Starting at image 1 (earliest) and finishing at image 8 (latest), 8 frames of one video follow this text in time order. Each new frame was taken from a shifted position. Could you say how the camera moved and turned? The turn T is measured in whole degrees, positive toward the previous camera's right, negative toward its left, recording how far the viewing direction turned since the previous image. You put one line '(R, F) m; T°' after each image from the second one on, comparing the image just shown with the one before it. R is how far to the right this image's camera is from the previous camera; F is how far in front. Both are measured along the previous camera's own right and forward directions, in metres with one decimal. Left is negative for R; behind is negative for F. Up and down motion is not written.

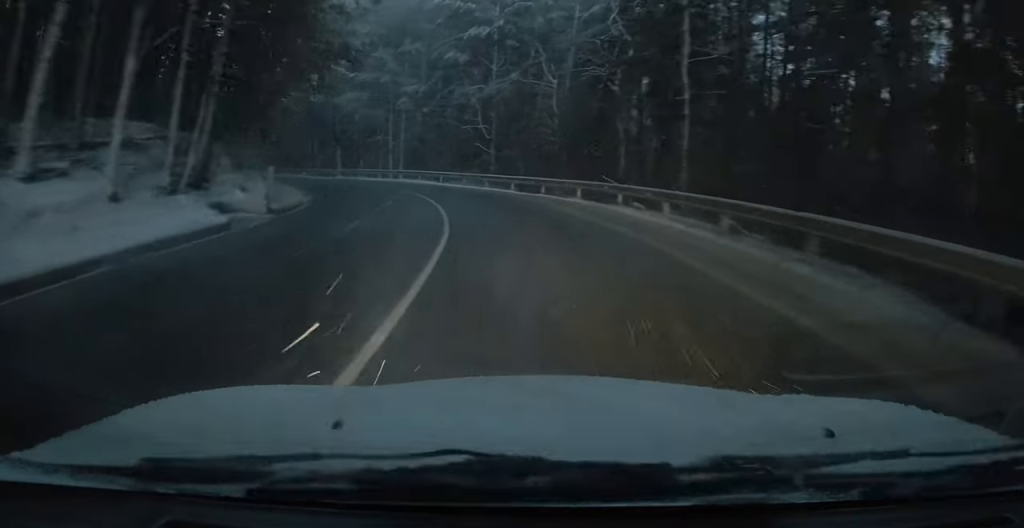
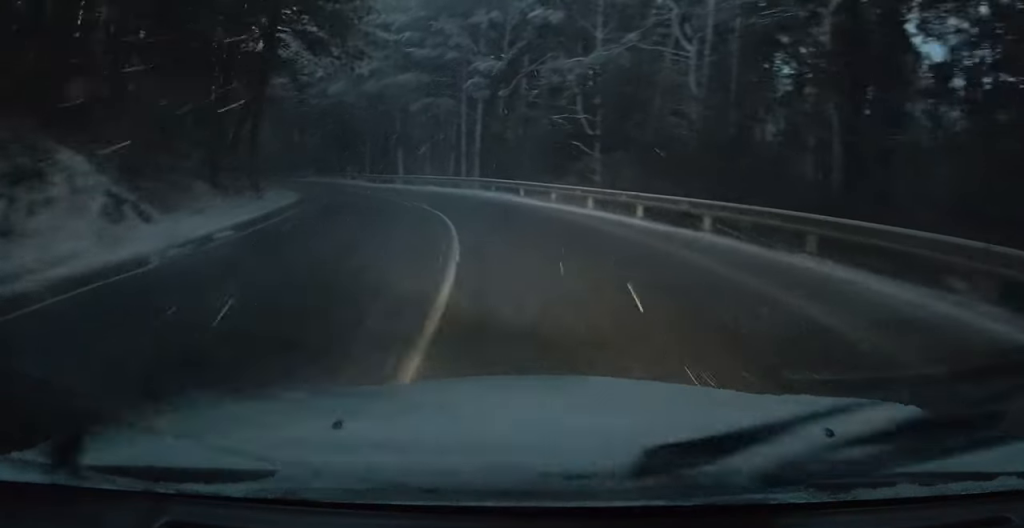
(-0.3, +15.6) m; -2°
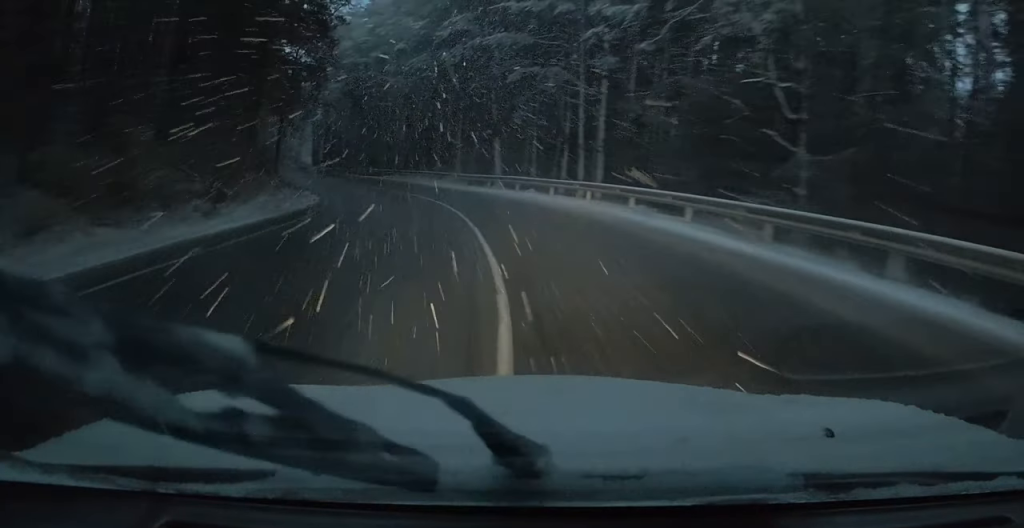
(-0.3, +15.7) m; -2°
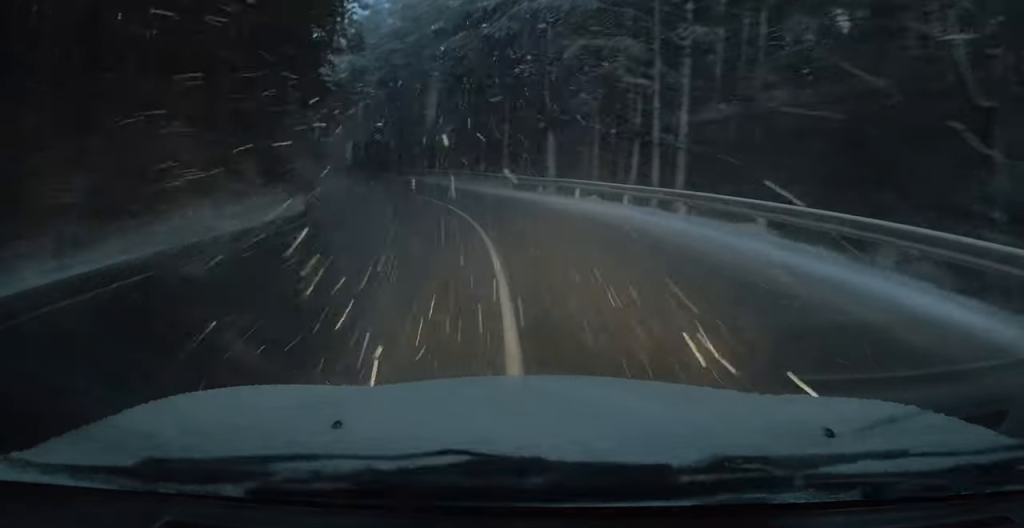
(0.0, +8.8) m; -1°
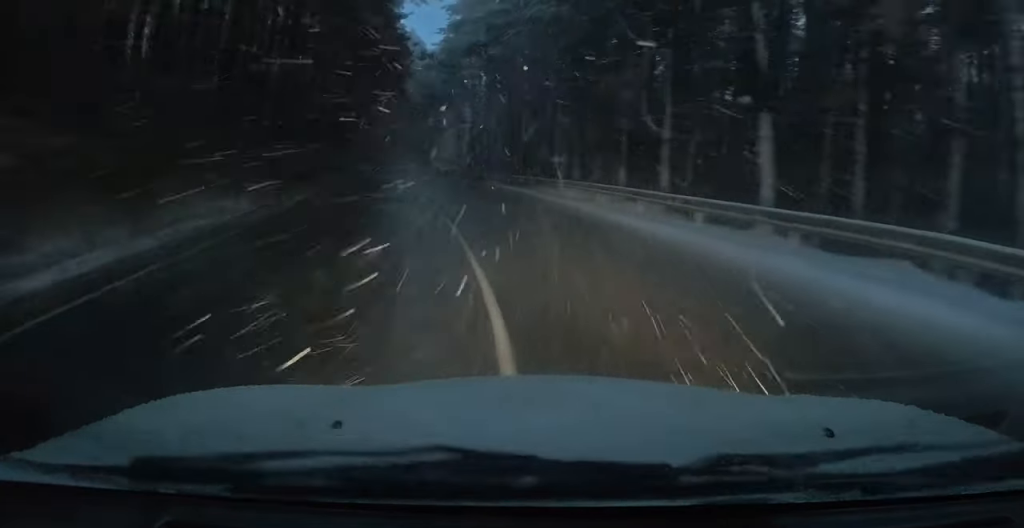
(-2.1, +16.8) m; -23°
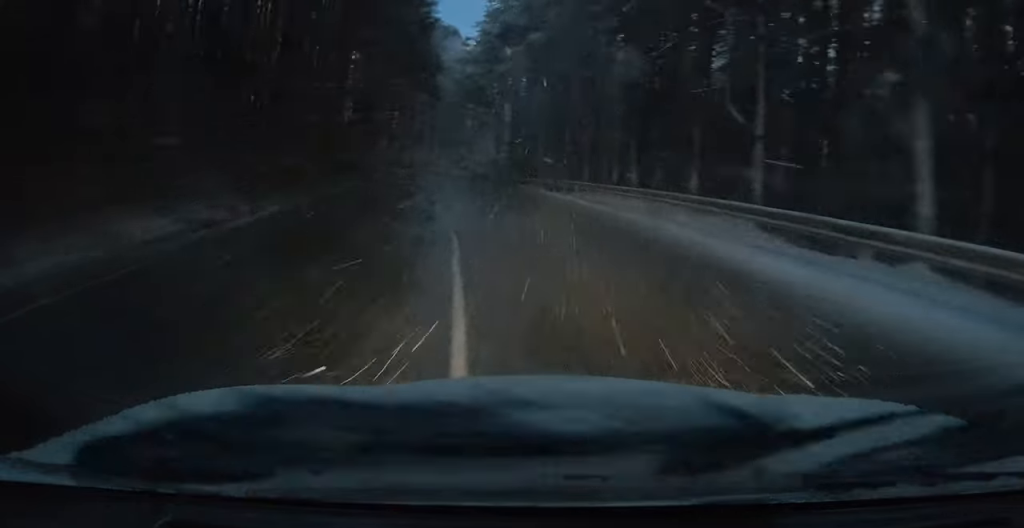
(-1.0, +4.8) m; -11°
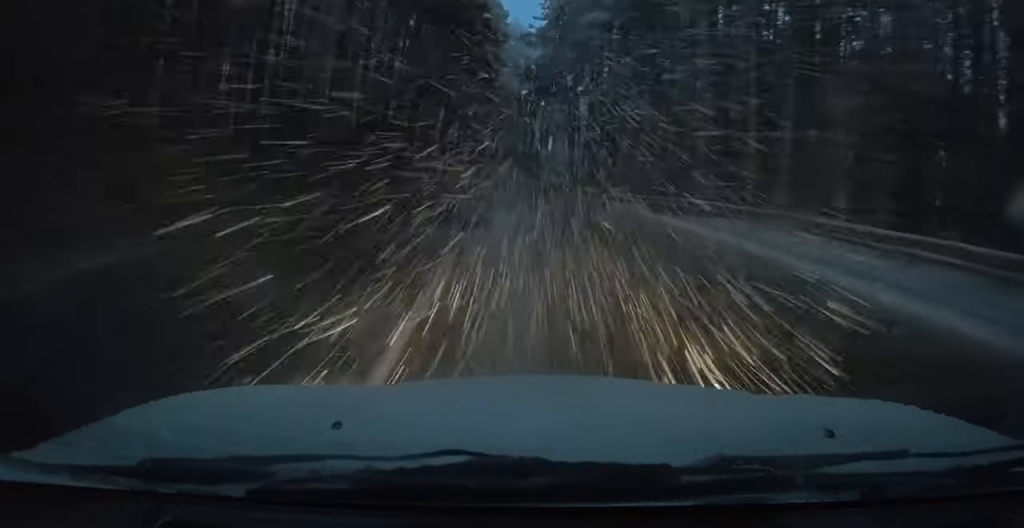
(-2.4, +13.1) m; -6°
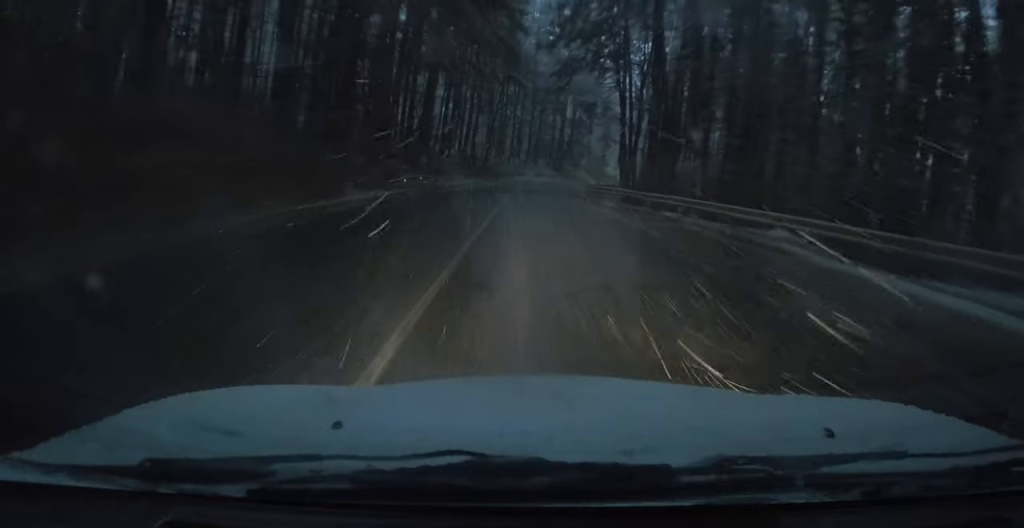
(+1.8, +19.4) m; +4°
